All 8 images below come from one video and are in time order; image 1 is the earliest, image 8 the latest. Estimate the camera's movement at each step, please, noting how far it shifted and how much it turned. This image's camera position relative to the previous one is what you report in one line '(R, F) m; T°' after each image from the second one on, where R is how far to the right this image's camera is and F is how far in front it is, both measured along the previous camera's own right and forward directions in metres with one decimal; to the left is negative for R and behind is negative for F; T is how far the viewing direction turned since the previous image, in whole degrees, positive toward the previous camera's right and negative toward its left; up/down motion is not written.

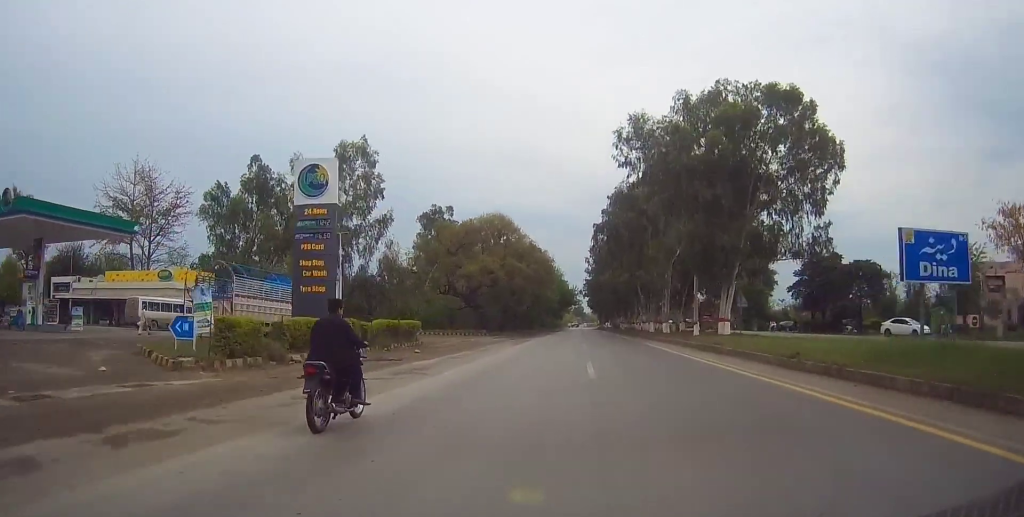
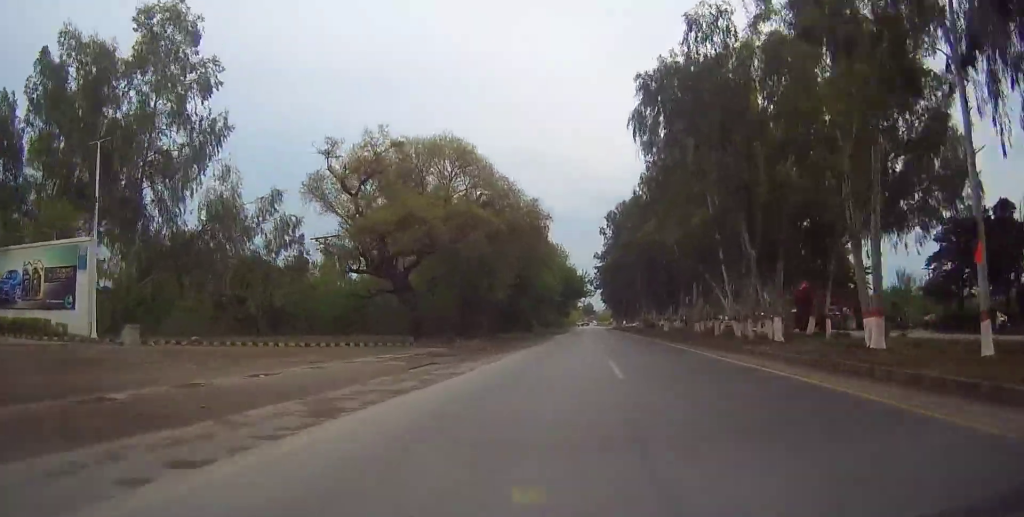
(-0.2, +35.9) m; 0°
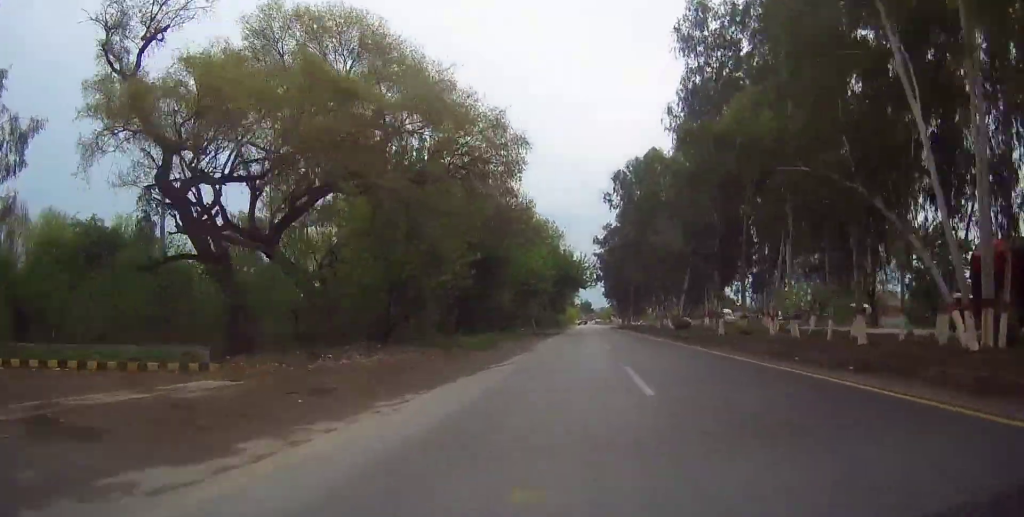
(+0.3, +21.8) m; 0°
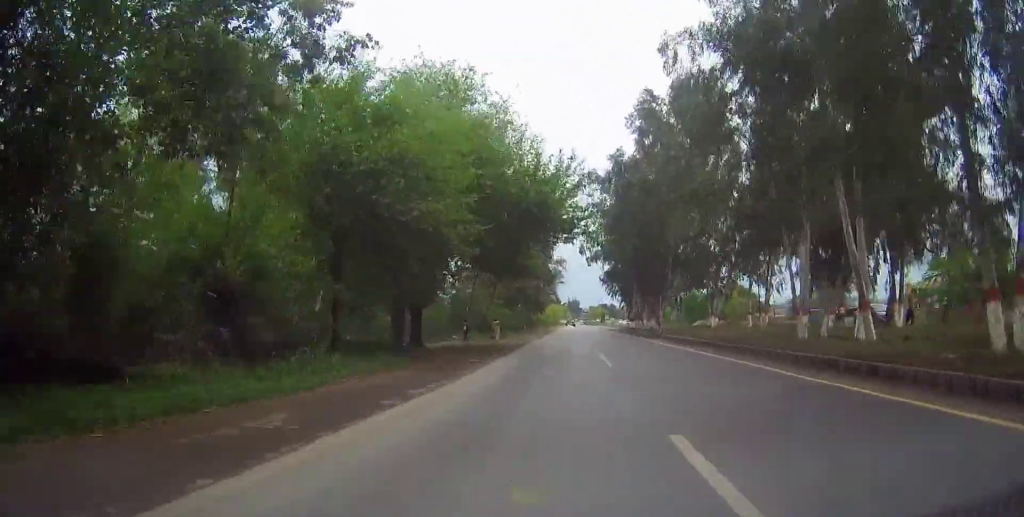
(+0.2, +45.9) m; 0°
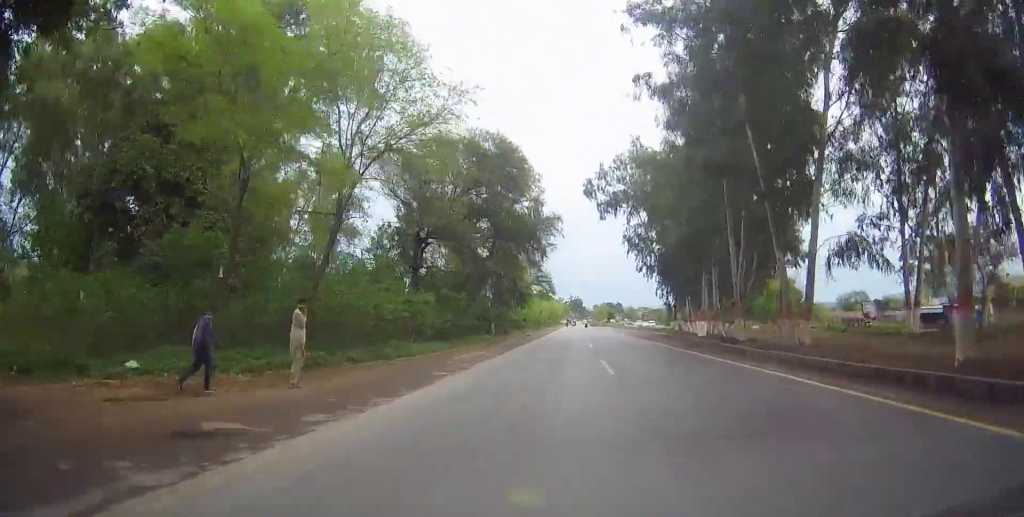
(-0.4, +39.5) m; +1°
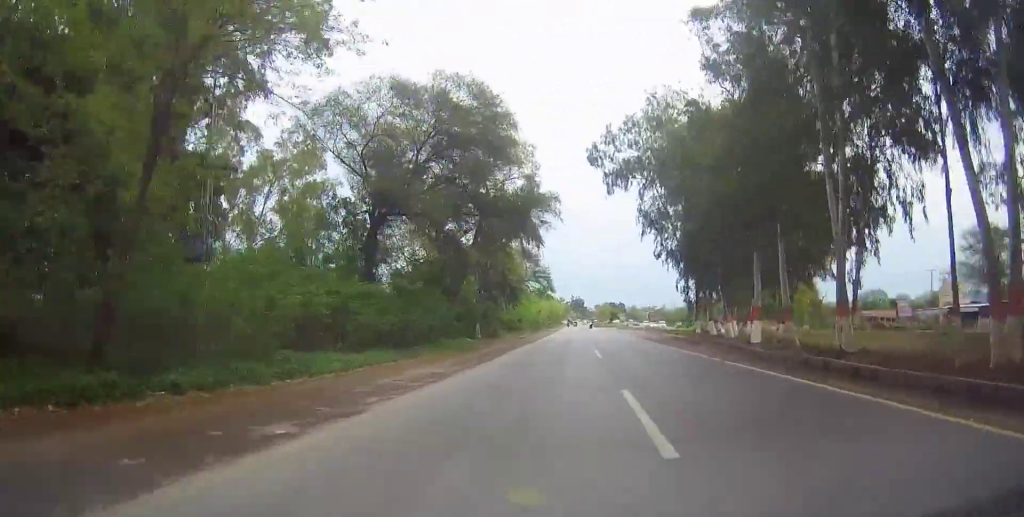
(+0.1, +9.7) m; +1°
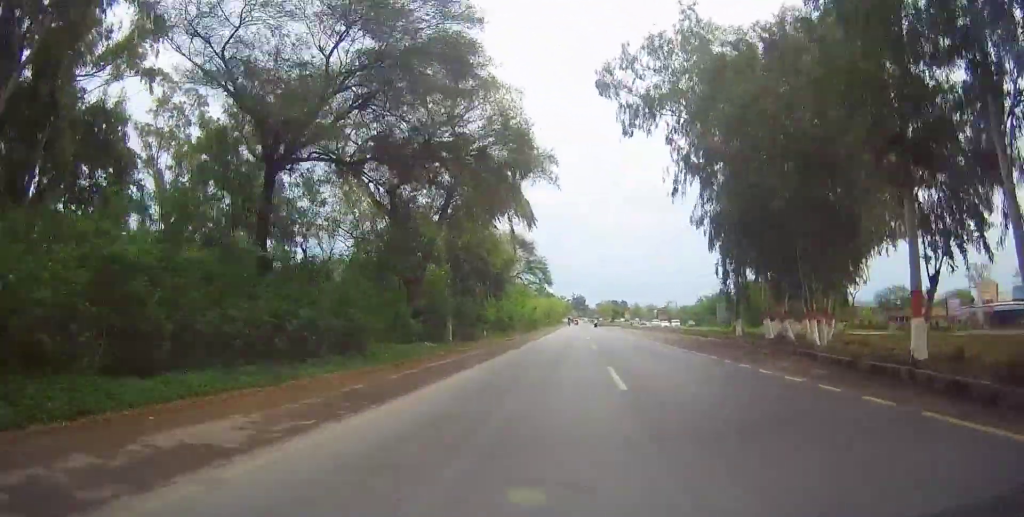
(0.0, +11.6) m; -1°
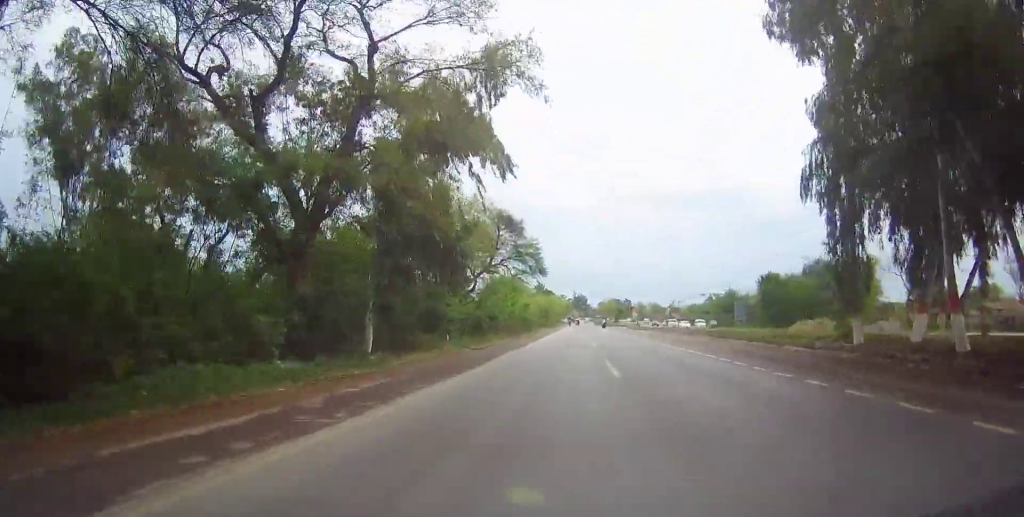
(0.0, +15.4) m; -1°
